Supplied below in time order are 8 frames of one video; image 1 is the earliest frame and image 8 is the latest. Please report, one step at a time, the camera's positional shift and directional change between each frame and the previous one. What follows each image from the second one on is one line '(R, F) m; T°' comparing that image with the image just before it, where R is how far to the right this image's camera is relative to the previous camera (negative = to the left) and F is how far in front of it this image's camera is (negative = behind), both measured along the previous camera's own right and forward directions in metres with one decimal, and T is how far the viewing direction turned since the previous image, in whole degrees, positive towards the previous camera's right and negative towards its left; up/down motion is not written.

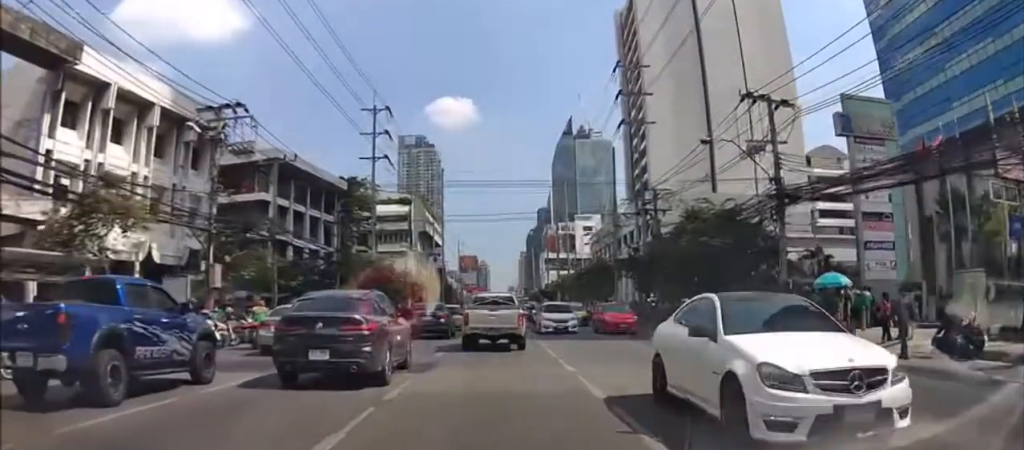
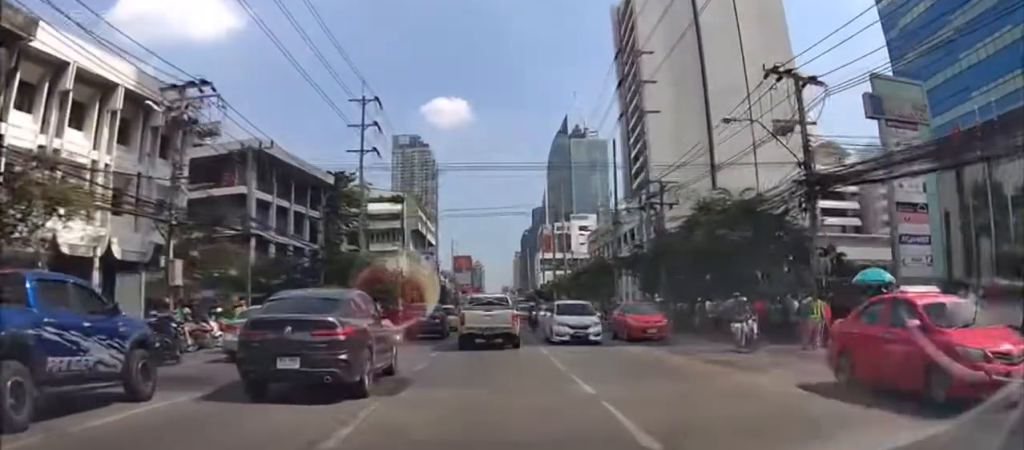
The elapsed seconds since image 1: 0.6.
(+0.2, +3.4) m; +3°
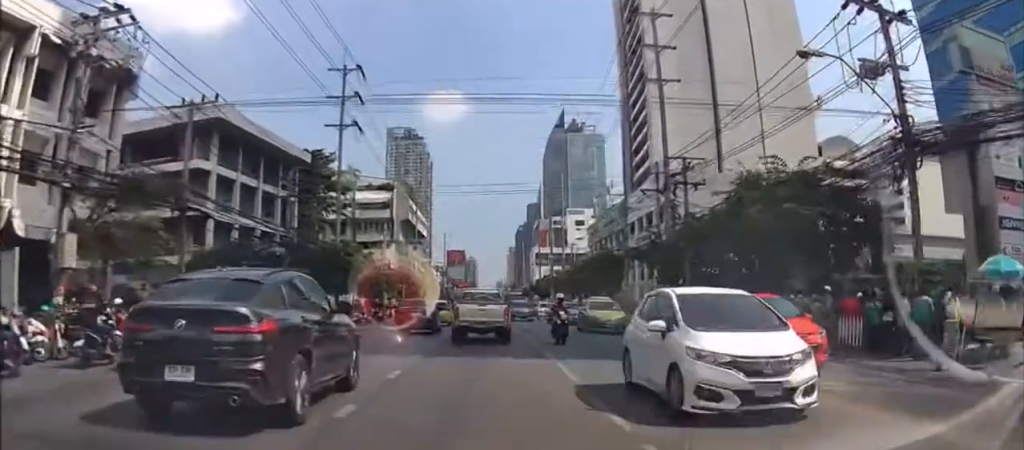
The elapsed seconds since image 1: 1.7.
(+0.1, +7.0) m; +1°
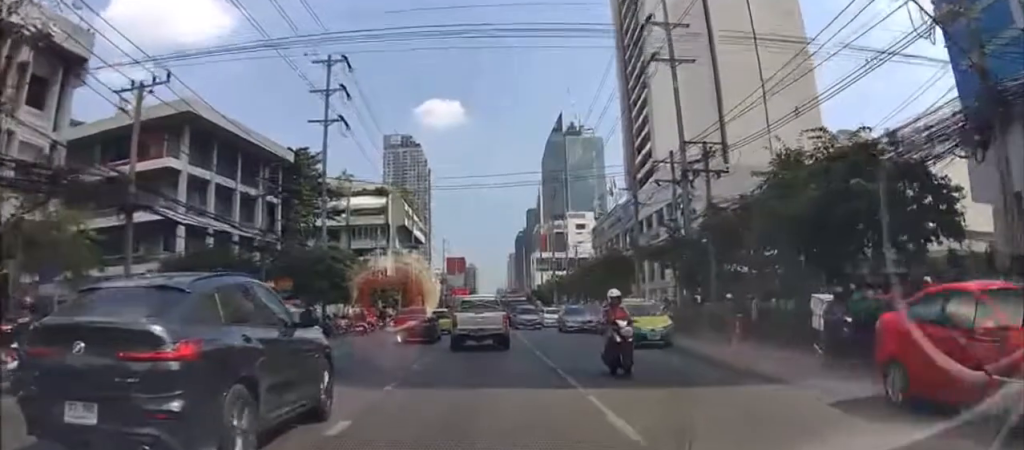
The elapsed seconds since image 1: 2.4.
(0.0, +4.4) m; 0°
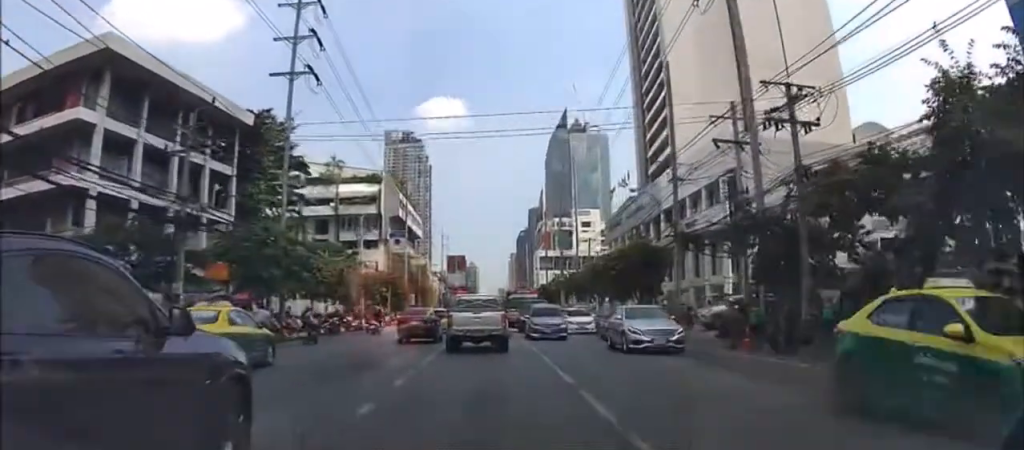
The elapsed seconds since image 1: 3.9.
(0.0, +10.1) m; -1°
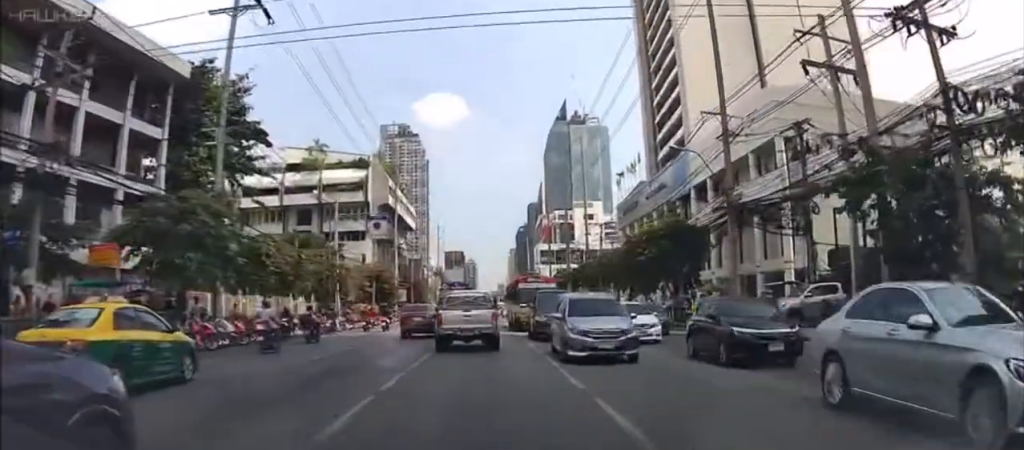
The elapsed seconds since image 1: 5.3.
(-0.1, +9.6) m; 0°
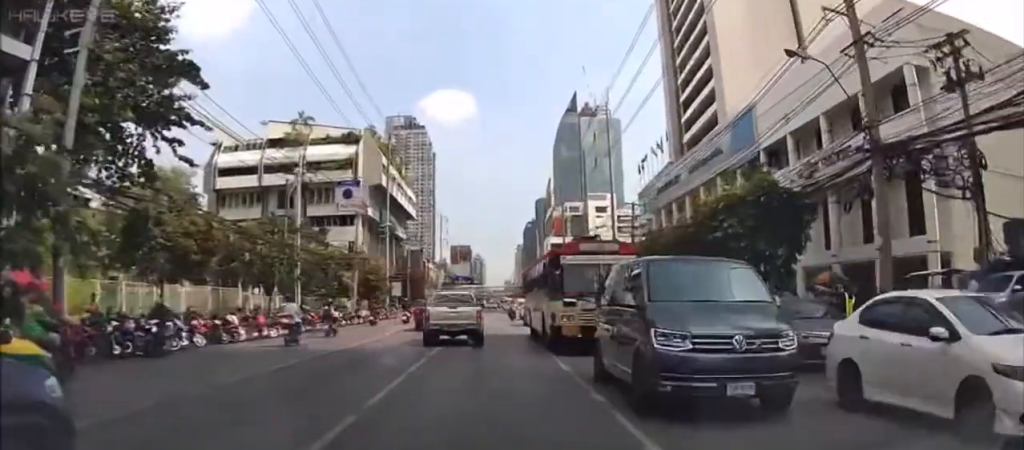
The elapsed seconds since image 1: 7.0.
(+0.1, +12.9) m; -1°
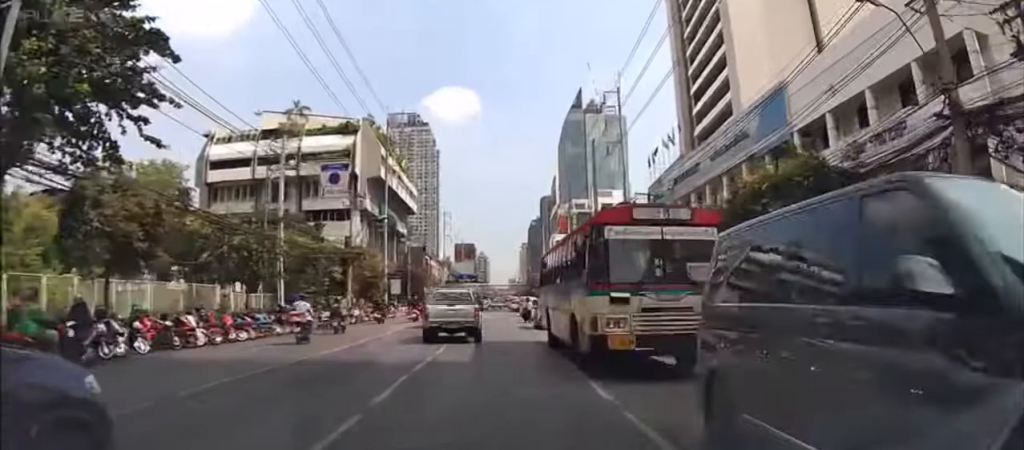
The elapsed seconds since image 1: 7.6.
(0.0, +4.3) m; -2°
